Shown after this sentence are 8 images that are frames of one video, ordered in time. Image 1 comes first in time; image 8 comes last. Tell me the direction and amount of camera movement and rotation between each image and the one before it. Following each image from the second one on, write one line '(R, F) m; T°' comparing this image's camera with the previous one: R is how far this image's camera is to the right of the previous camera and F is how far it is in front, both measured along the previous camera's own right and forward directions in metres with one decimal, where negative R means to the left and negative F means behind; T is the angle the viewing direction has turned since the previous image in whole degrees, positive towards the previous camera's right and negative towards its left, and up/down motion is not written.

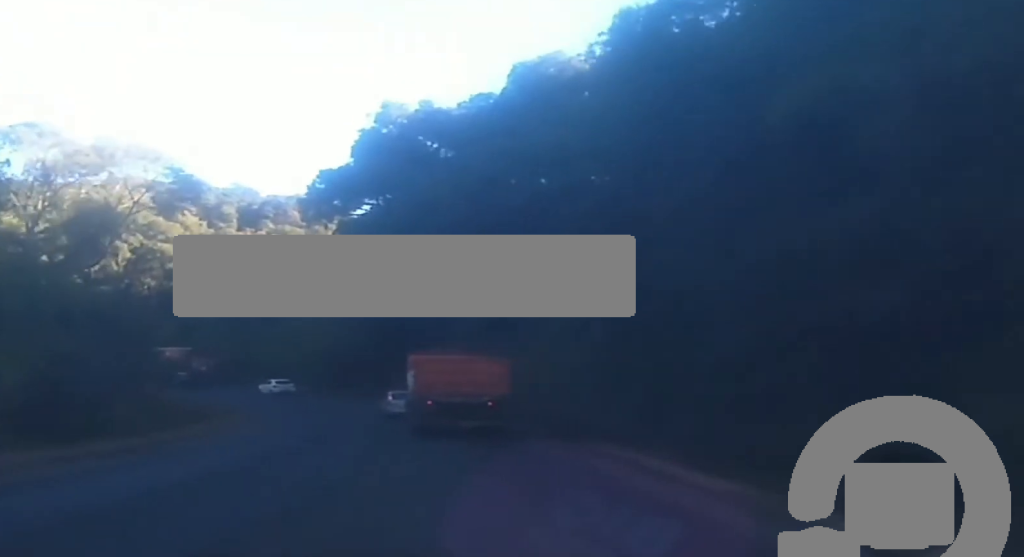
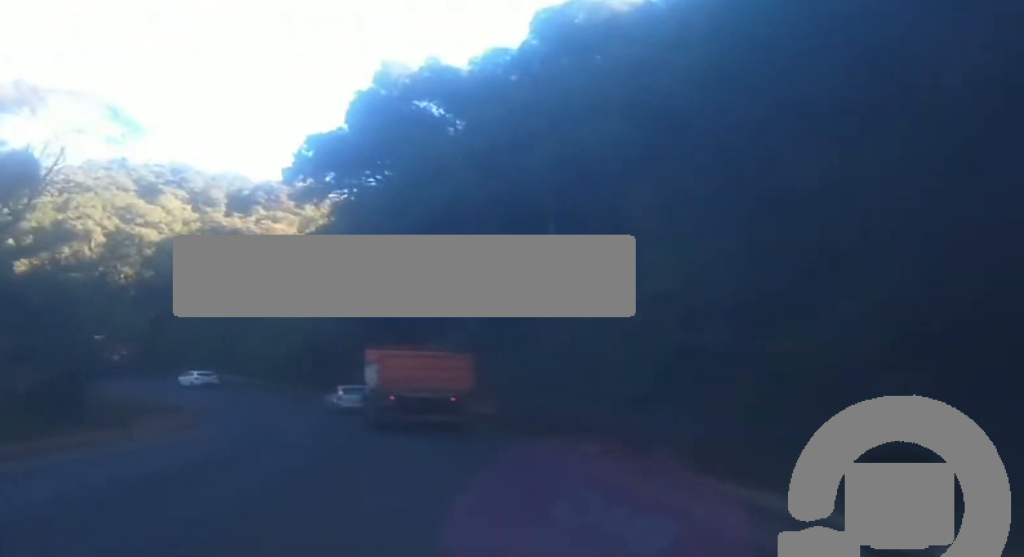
(+0.2, +11.9) m; +1°
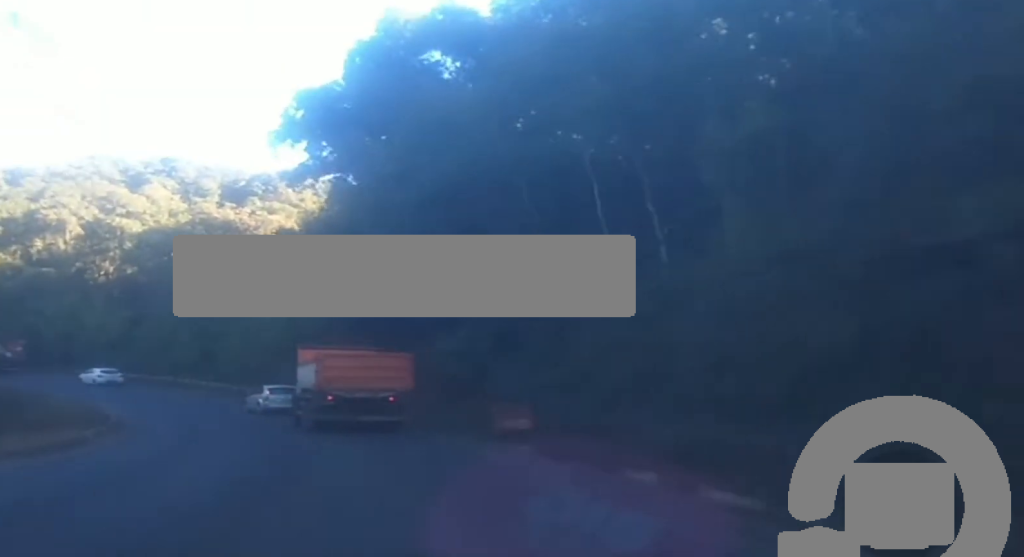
(+0.2, +13.0) m; 0°
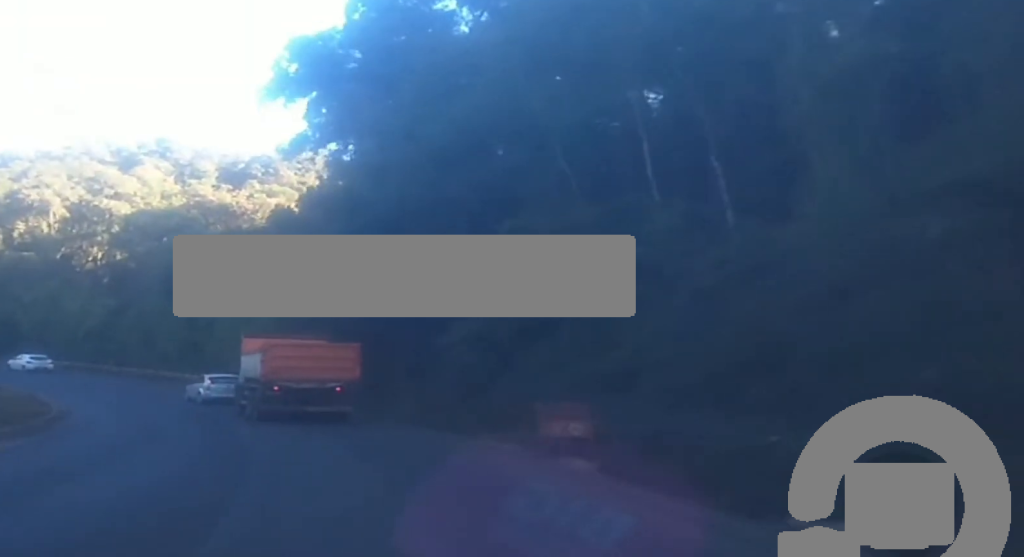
(0.0, +7.5) m; -1°
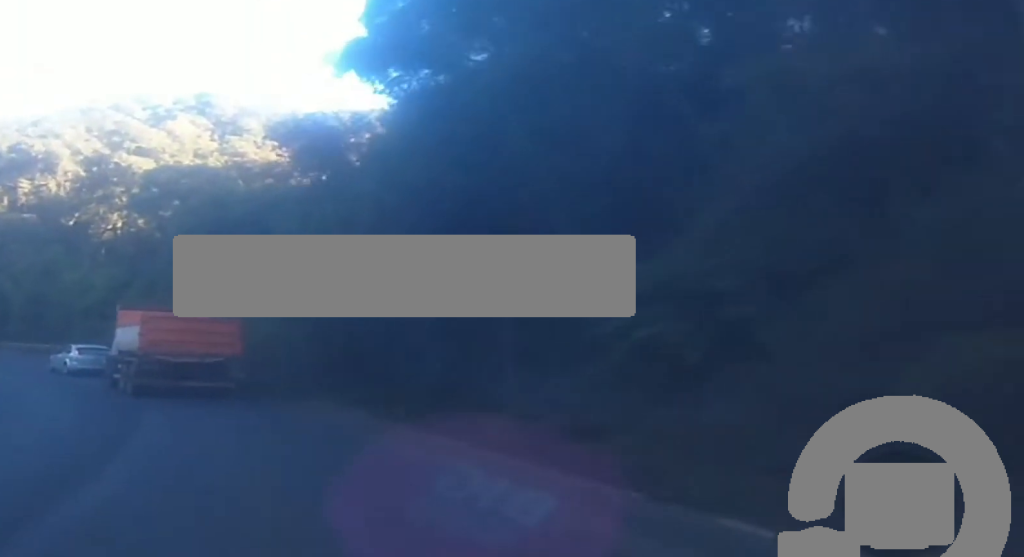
(-1.0, +19.1) m; -7°
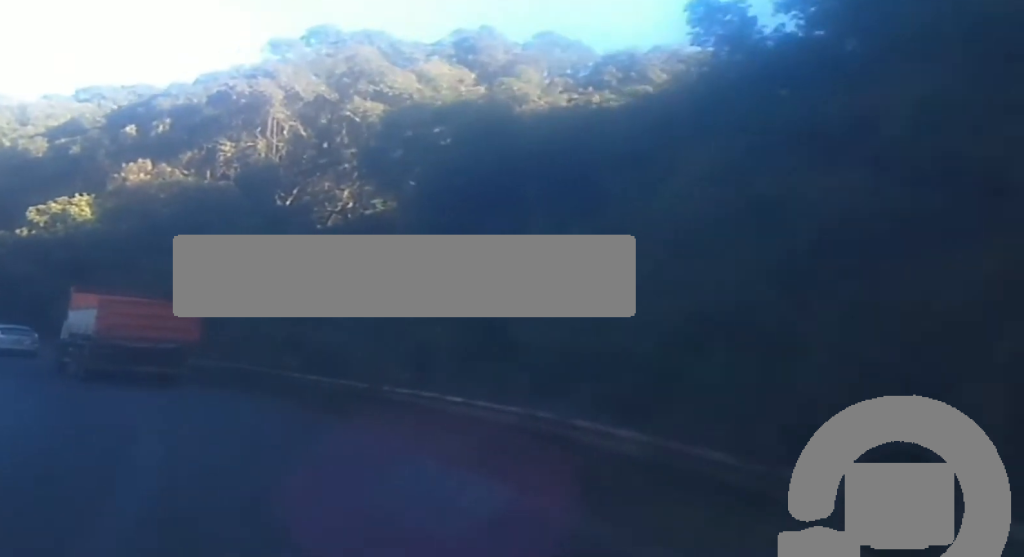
(-3.1, +27.0) m; -12°
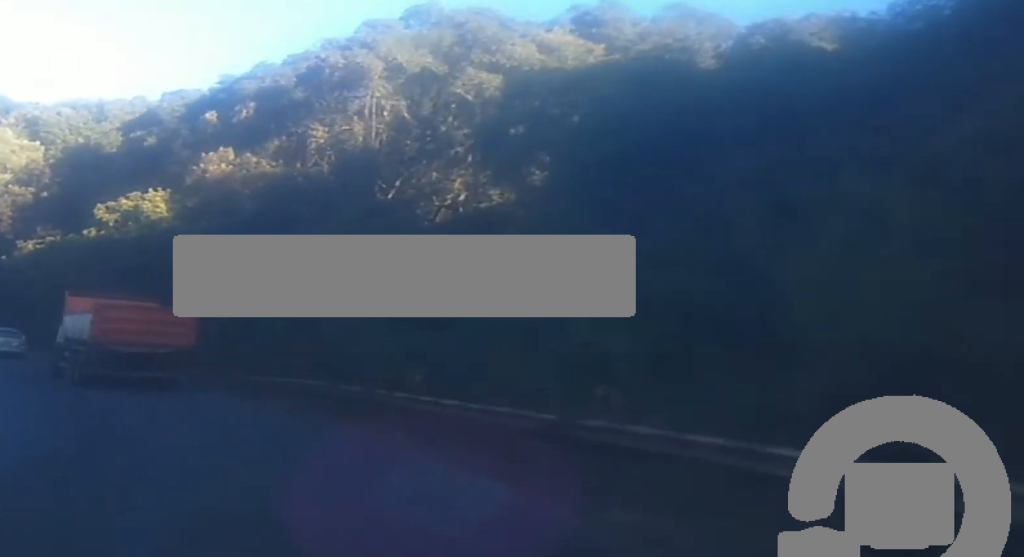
(-0.3, +9.0) m; -4°
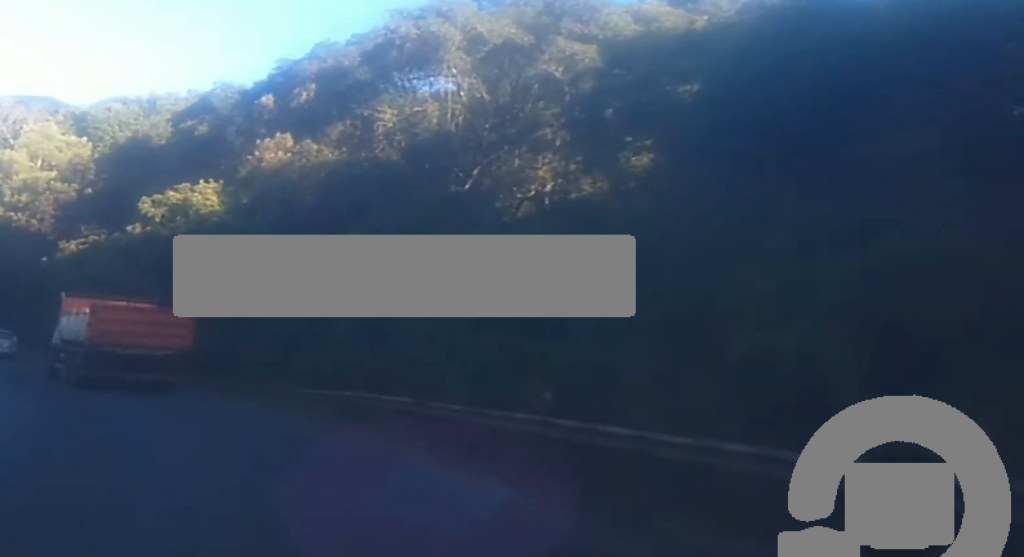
(-0.1, +6.0) m; -3°
